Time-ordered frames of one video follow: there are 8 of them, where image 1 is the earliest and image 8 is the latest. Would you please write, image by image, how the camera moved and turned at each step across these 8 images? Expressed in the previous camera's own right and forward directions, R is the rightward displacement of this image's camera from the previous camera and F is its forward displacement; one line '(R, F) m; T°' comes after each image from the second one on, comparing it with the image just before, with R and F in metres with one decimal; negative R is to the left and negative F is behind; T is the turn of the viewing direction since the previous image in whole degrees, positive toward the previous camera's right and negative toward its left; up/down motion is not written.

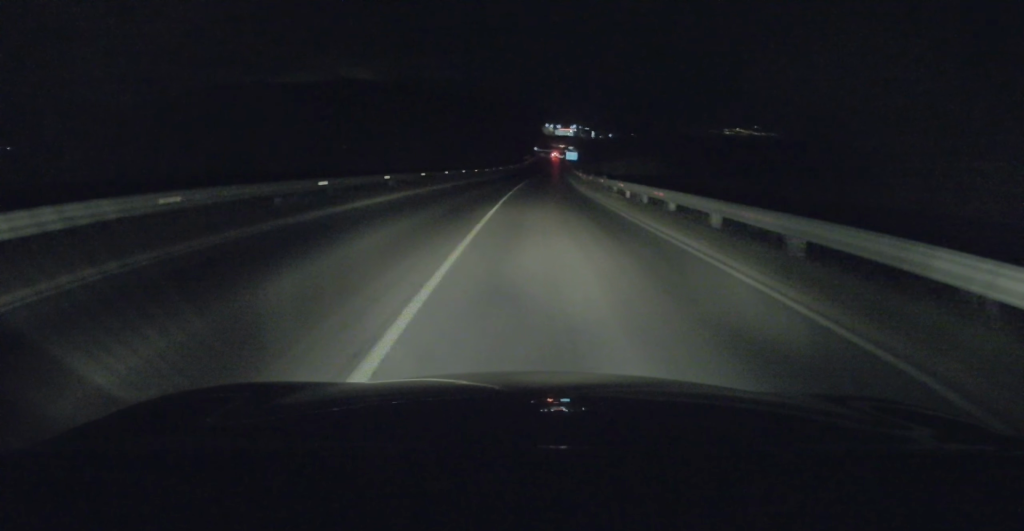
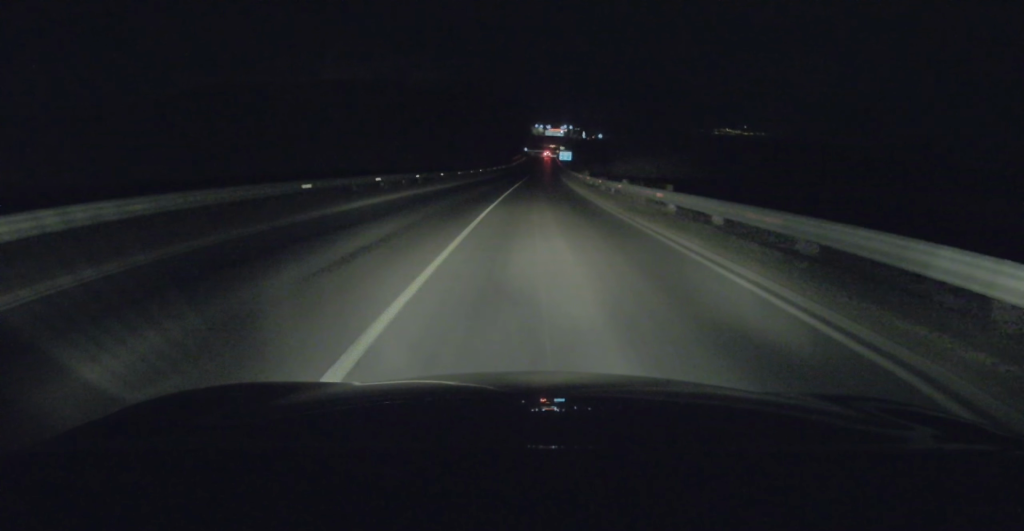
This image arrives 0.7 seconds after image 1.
(+0.2, +16.6) m; +2°
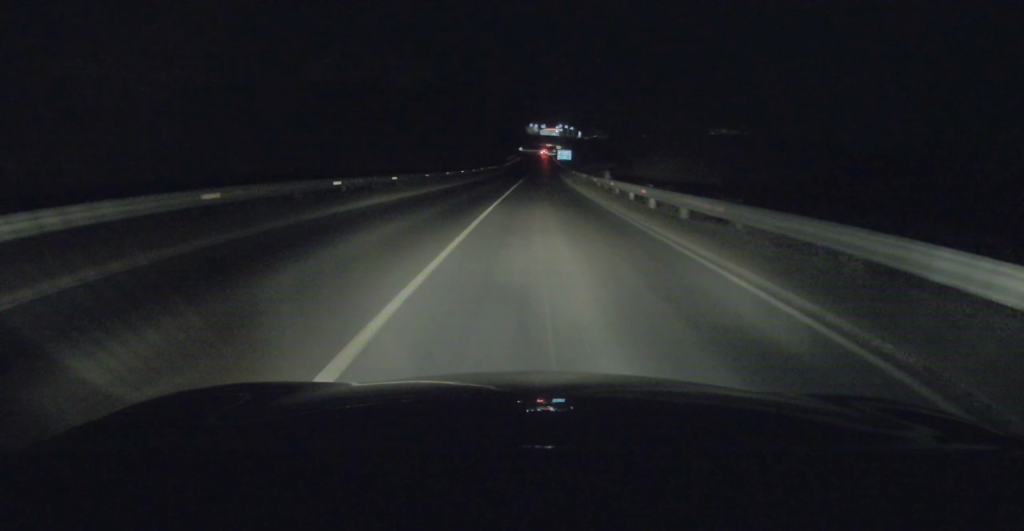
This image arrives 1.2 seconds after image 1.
(+0.3, +13.3) m; +1°
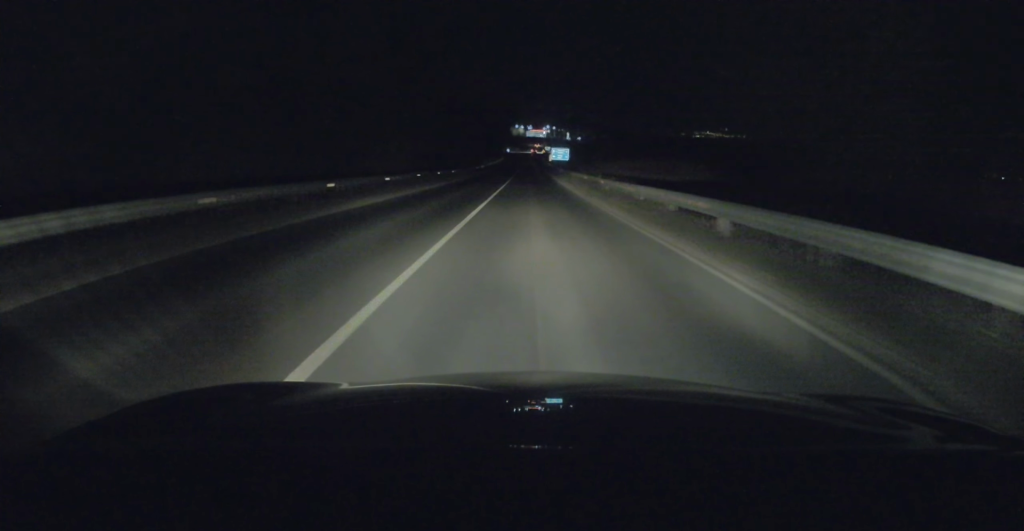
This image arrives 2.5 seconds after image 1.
(+0.6, +31.7) m; +2°
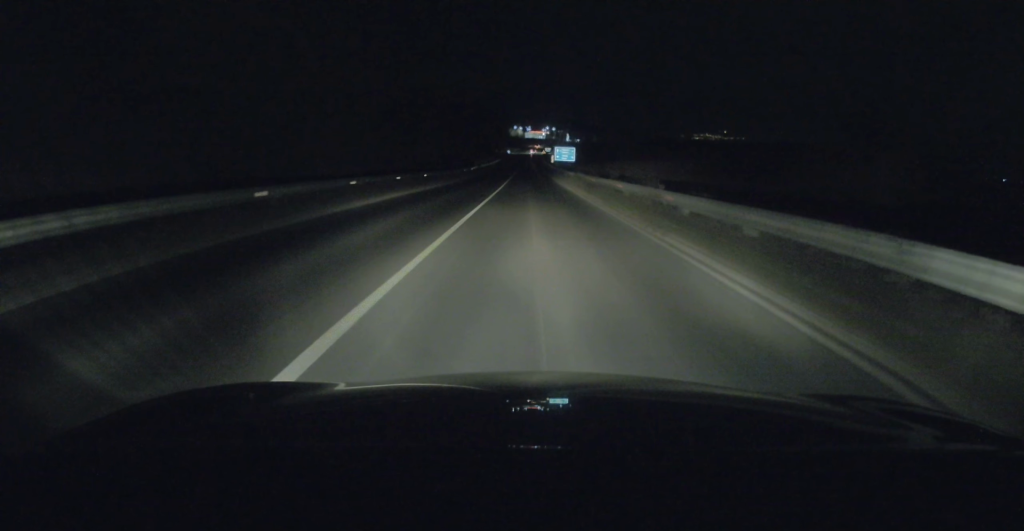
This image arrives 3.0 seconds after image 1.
(+0.1, +13.4) m; 0°
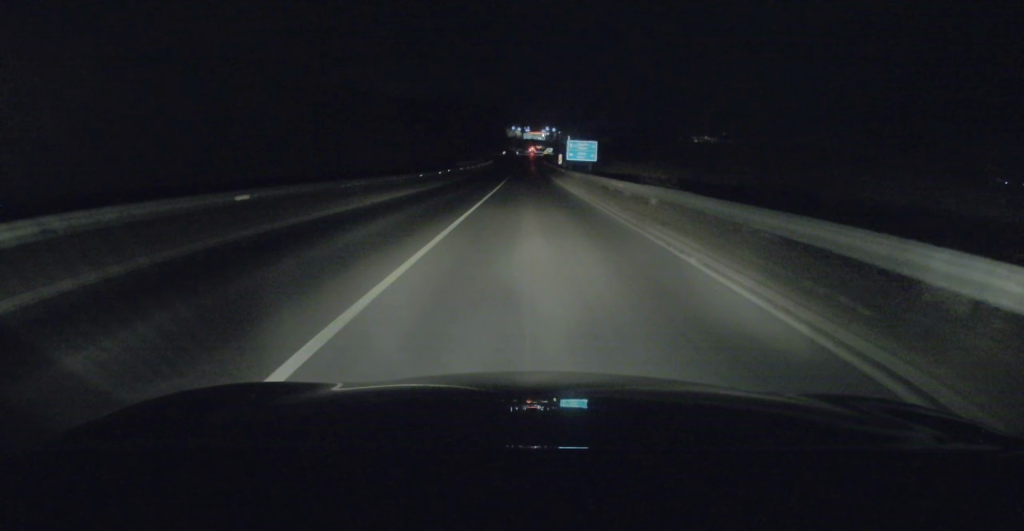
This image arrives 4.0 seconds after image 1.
(+0.2, +25.1) m; 0°
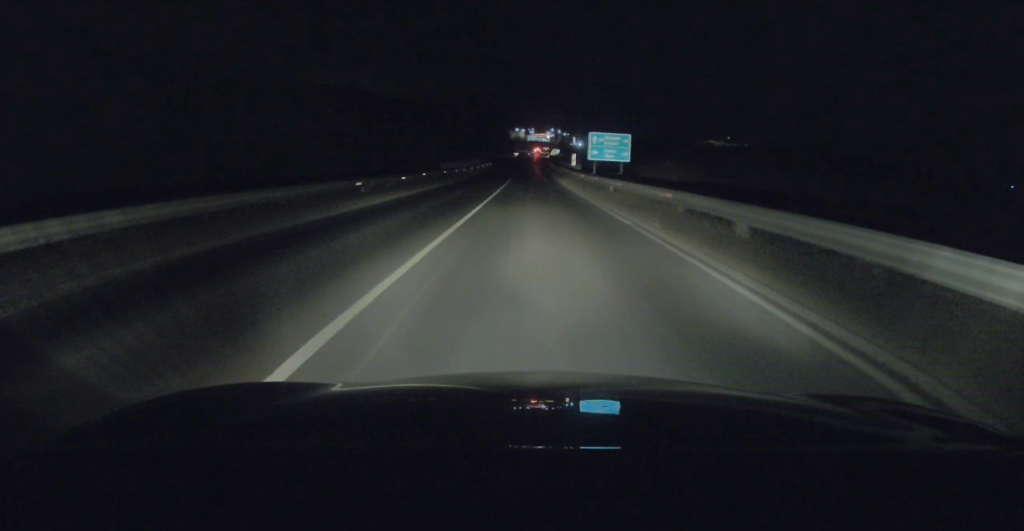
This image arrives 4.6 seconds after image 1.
(-0.1, +15.0) m; 0°
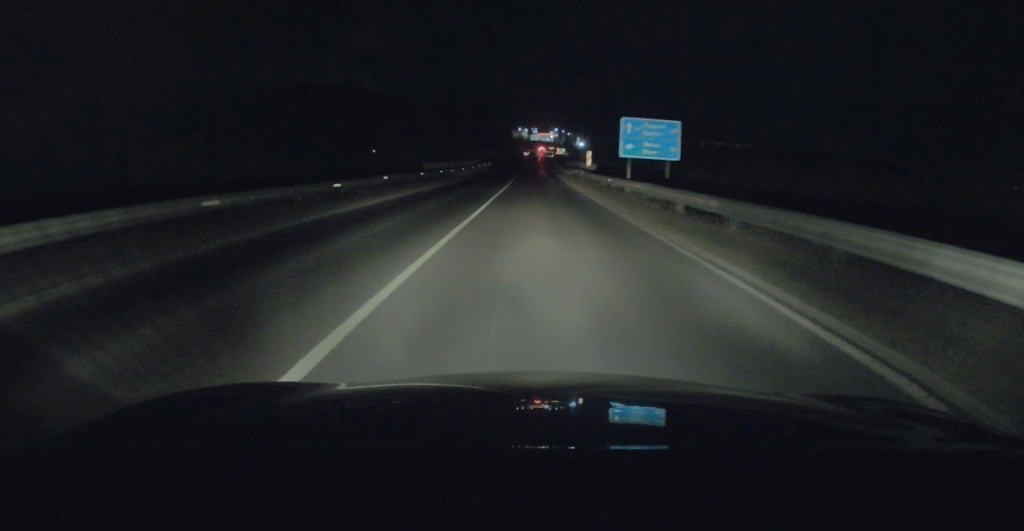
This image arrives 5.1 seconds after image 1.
(+0.1, +11.5) m; 0°
